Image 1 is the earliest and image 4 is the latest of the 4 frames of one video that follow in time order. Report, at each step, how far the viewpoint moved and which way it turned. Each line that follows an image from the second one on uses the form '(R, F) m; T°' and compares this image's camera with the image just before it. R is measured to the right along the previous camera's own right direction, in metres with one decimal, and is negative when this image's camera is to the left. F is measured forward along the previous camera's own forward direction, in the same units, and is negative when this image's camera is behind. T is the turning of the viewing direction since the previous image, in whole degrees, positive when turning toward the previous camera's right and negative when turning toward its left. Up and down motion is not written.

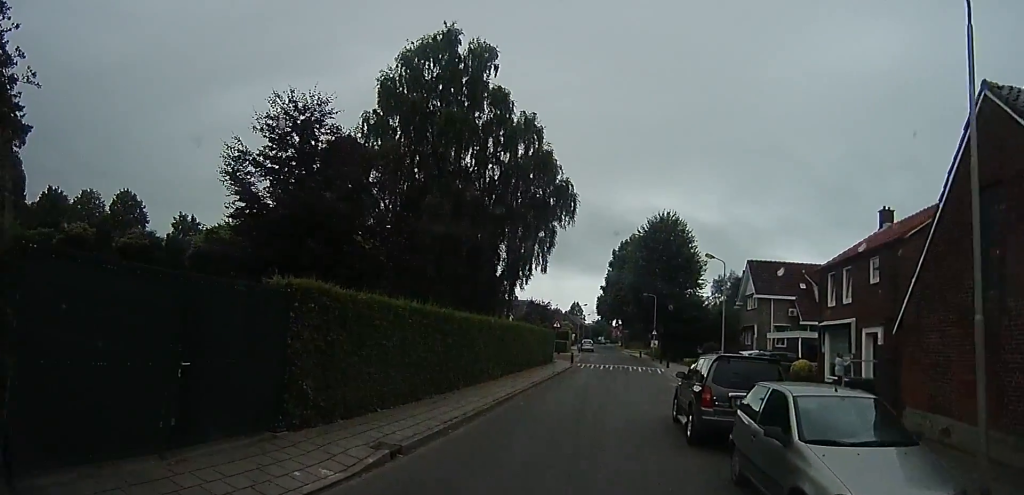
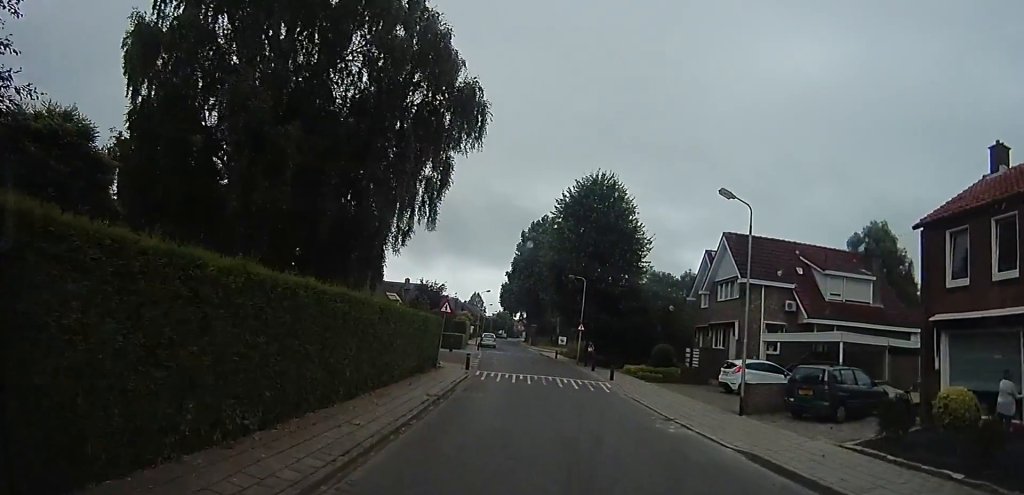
(+0.7, +12.0) m; +9°
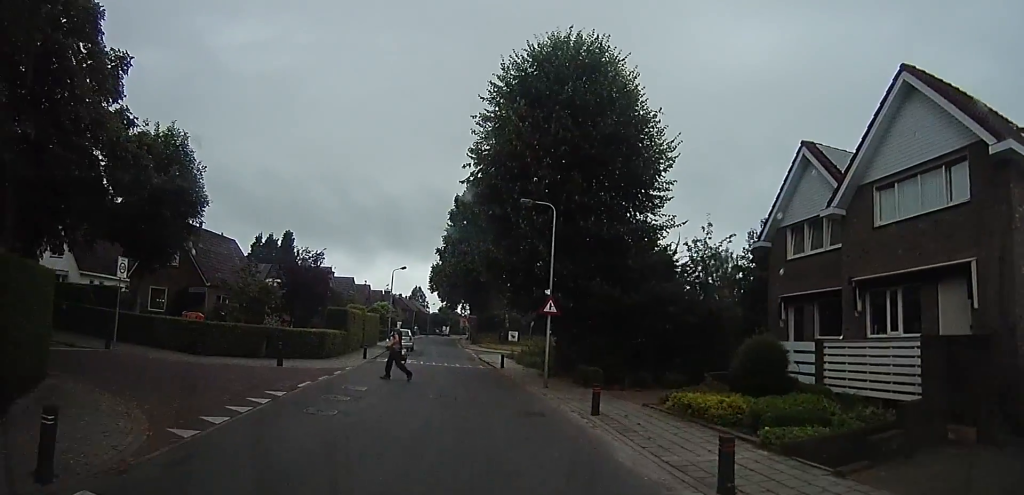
(+2.6, +17.9) m; +6°
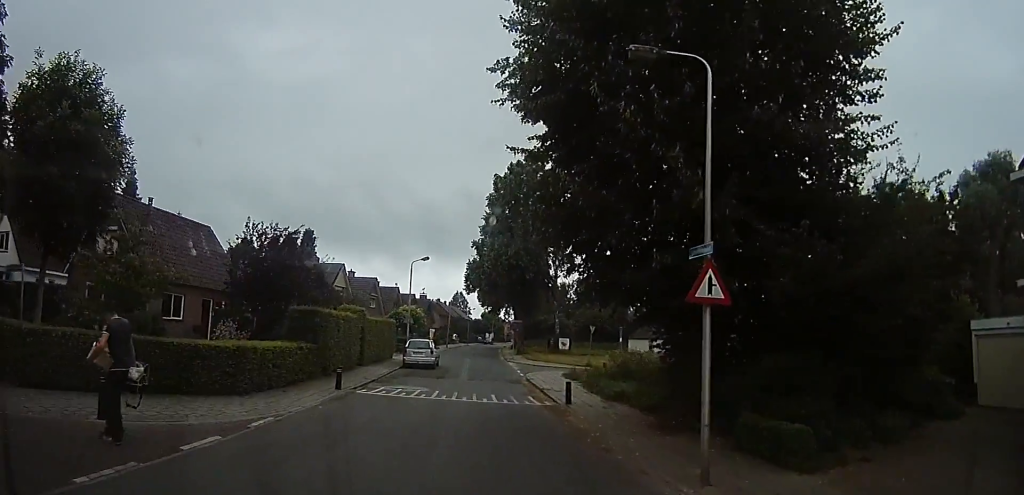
(-0.9, +10.1) m; -9°
